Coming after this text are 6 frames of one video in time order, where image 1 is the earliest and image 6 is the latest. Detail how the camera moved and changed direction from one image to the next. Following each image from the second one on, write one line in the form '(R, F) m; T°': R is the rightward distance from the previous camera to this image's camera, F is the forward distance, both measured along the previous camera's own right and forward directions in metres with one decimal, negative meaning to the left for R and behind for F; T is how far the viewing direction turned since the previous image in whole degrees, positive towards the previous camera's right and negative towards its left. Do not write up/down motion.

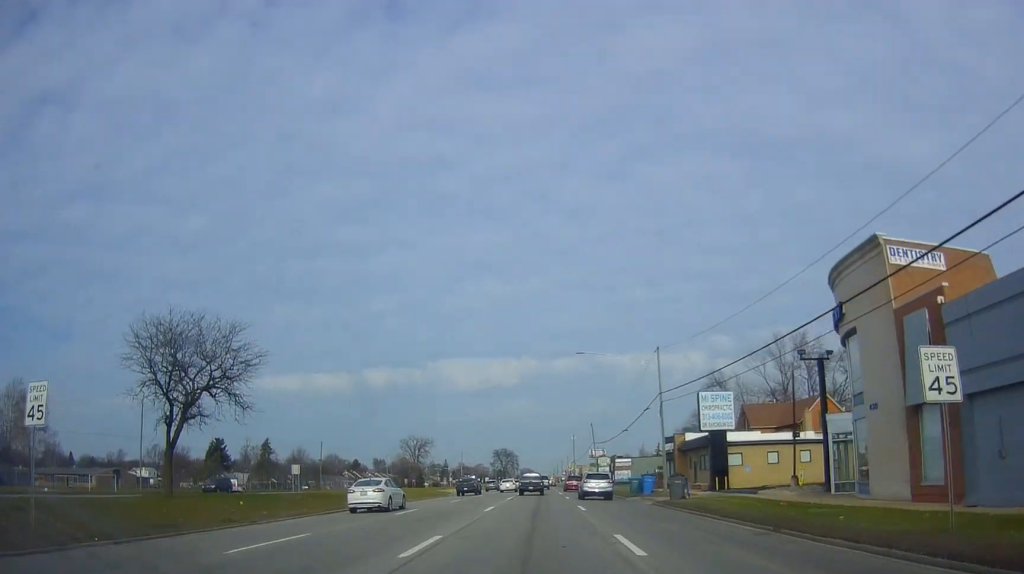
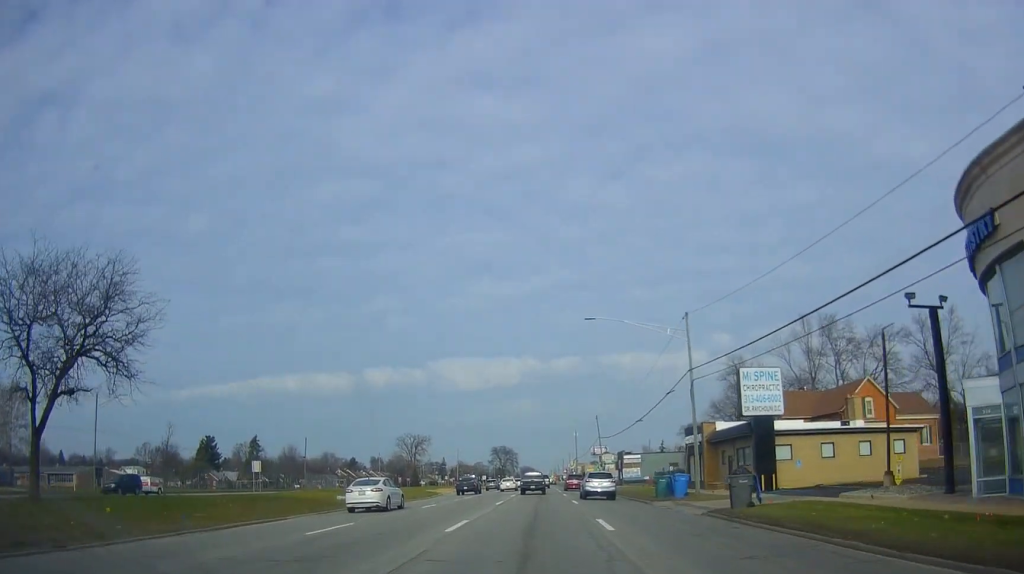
(+0.3, +10.0) m; 0°
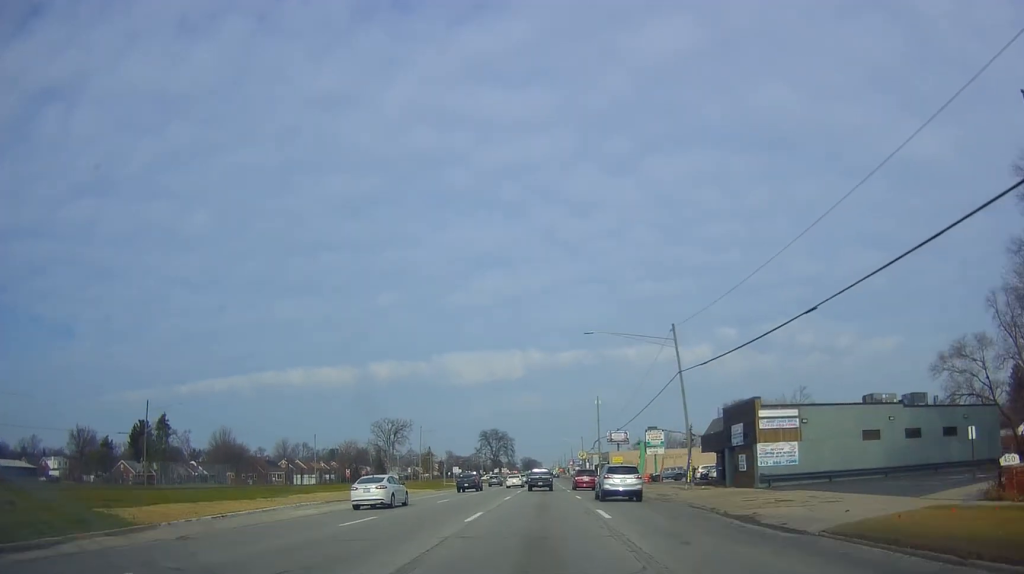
(+0.1, +59.4) m; +1°
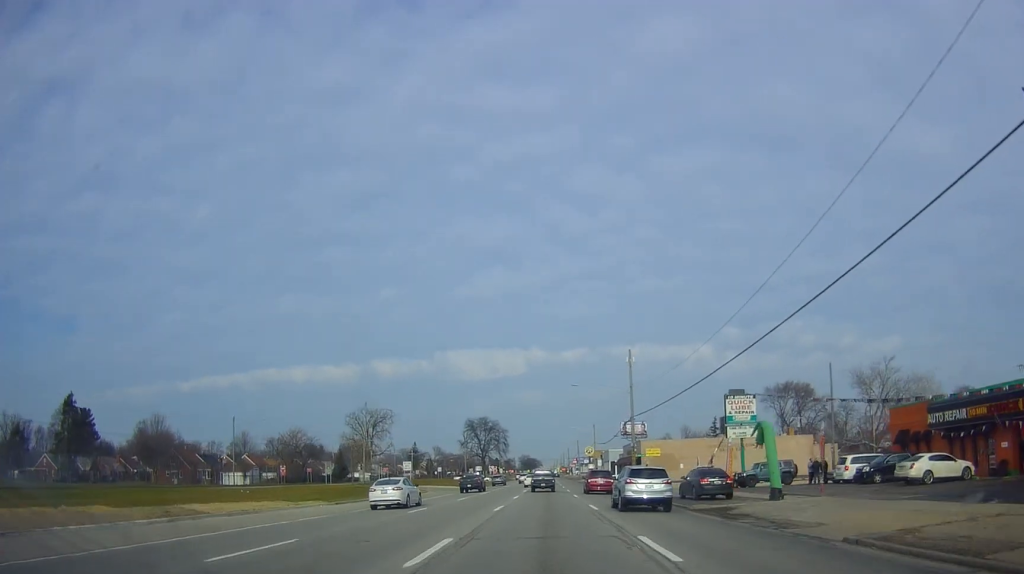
(-0.8, +39.6) m; -1°
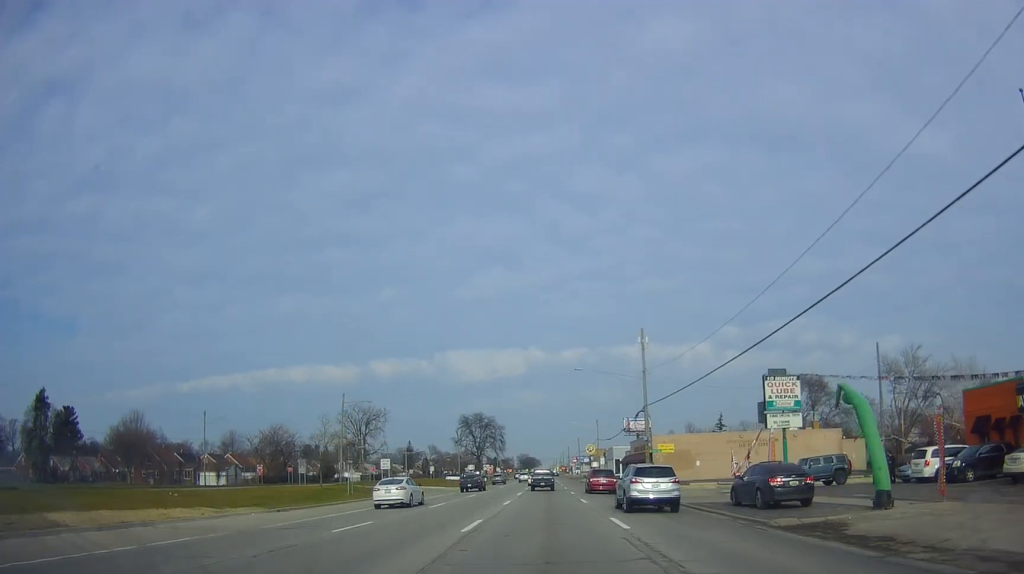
(+0.4, +9.4) m; 0°
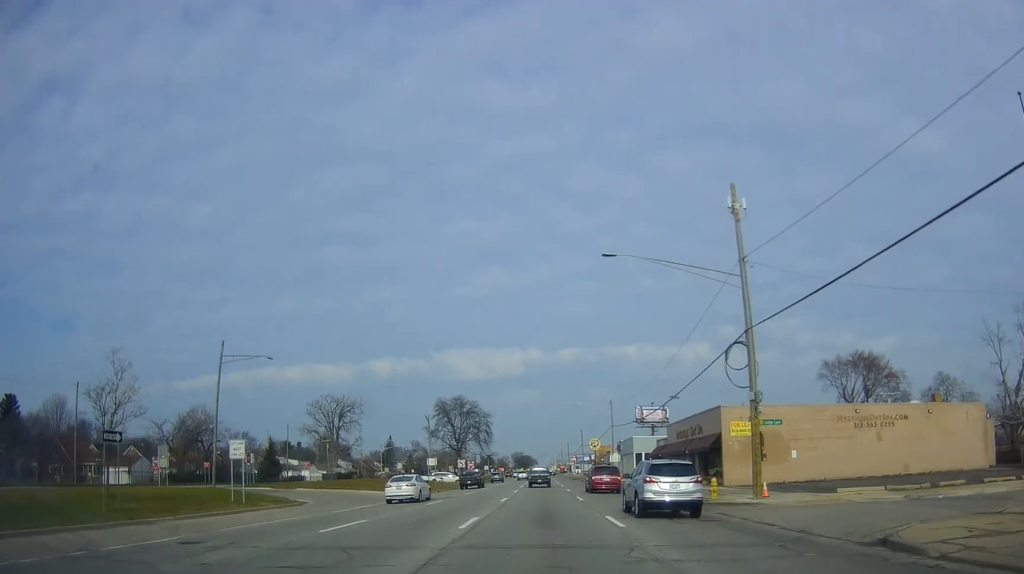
(-0.3, +30.2) m; 0°
